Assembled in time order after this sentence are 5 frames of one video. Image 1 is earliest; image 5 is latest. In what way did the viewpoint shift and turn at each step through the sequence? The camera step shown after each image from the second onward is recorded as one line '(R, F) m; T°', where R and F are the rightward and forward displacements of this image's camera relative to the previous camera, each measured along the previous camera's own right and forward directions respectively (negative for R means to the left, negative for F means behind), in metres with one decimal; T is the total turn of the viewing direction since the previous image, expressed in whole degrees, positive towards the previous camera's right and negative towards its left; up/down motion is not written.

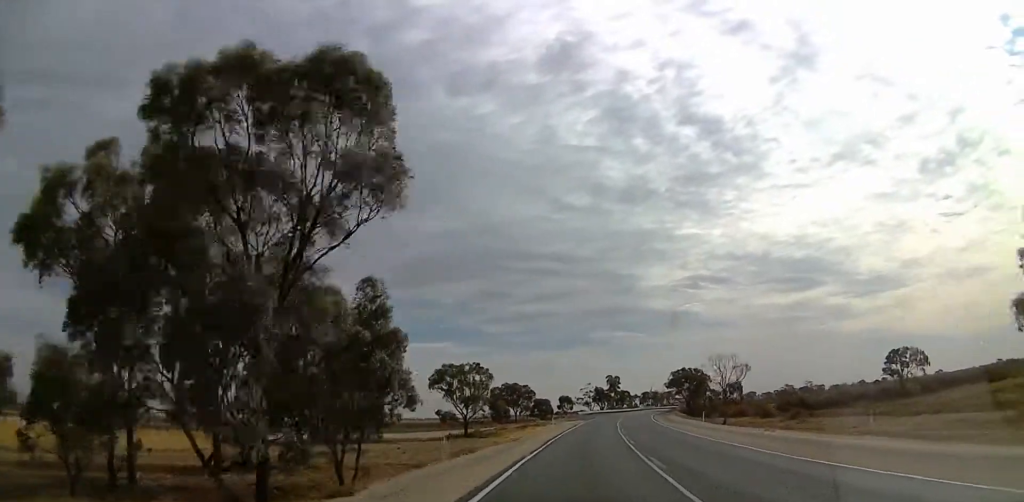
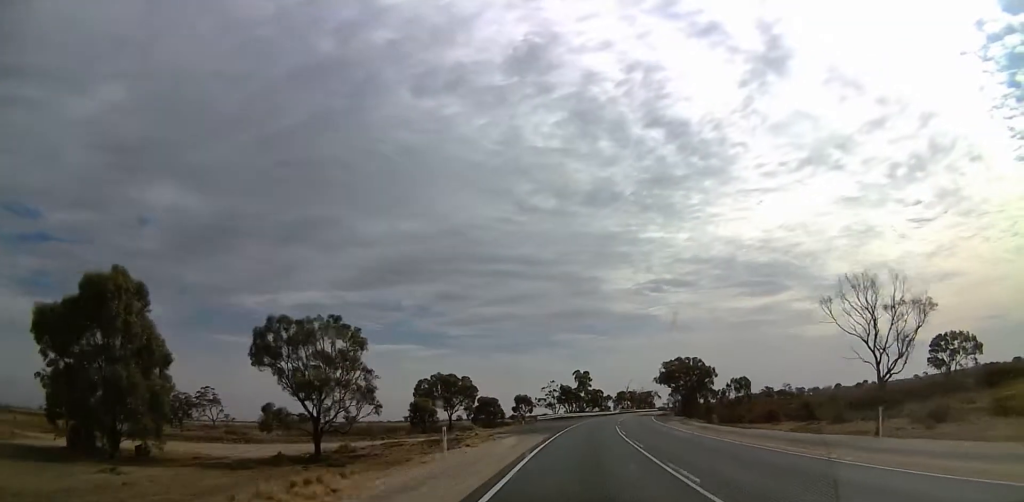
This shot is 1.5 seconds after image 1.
(+0.9, +39.9) m; +3°
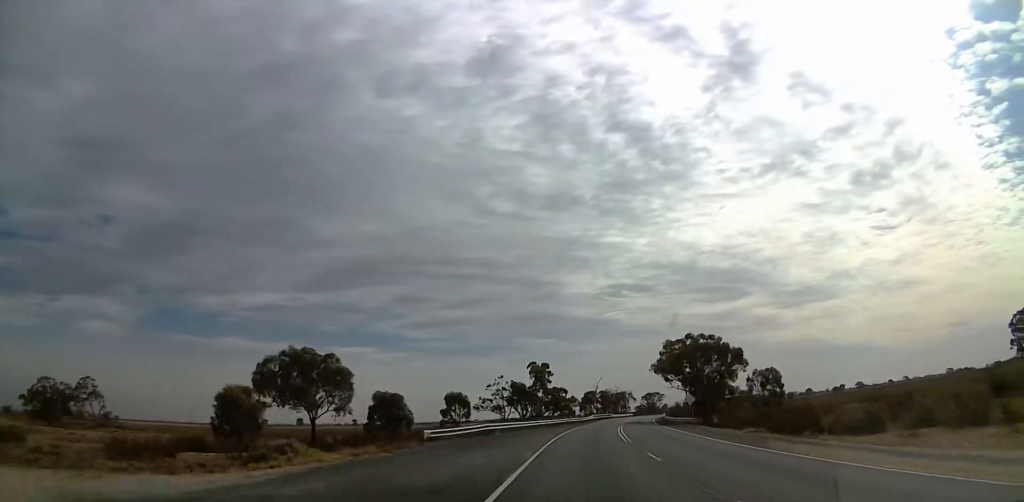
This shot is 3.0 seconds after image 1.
(+1.0, +41.7) m; +4°
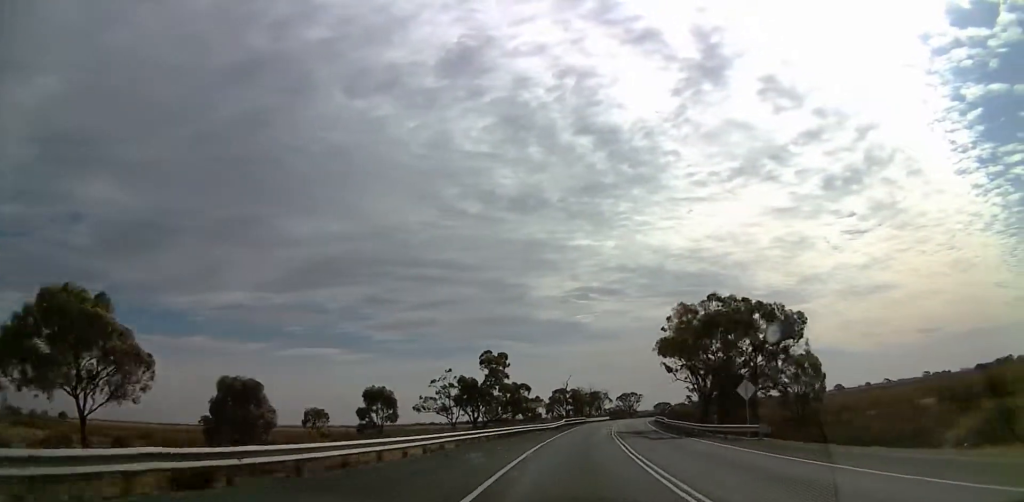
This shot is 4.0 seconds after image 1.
(+0.7, +27.0) m; +2°
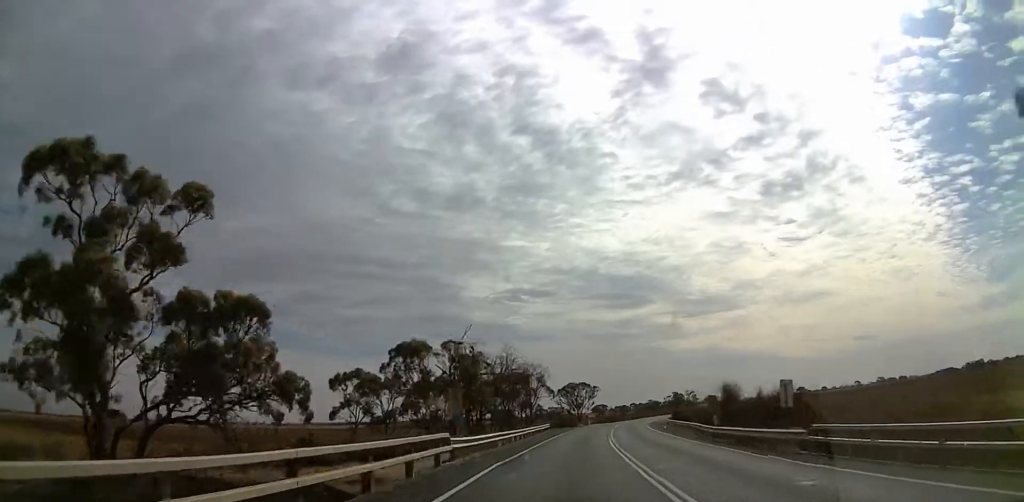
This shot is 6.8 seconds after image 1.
(+4.9, +73.9) m; +7°
